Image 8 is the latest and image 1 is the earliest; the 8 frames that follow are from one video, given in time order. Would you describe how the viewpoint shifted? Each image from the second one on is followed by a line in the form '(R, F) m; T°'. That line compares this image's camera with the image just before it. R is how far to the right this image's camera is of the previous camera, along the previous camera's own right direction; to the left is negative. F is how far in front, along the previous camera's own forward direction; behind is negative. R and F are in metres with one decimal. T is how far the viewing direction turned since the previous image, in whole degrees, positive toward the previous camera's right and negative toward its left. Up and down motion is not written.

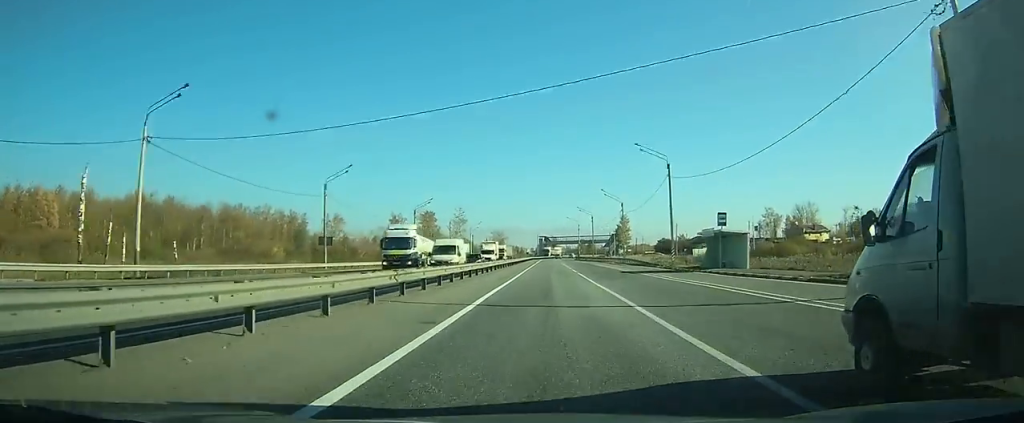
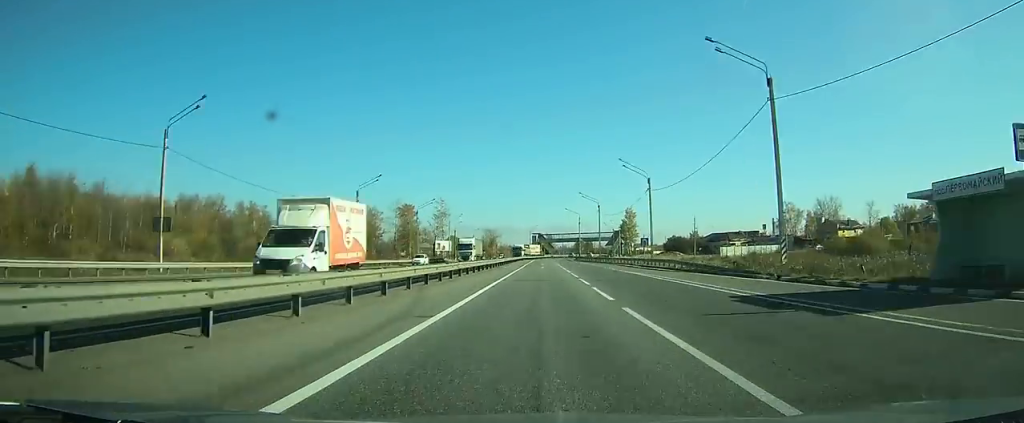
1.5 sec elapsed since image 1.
(+0.1, +28.1) m; 0°
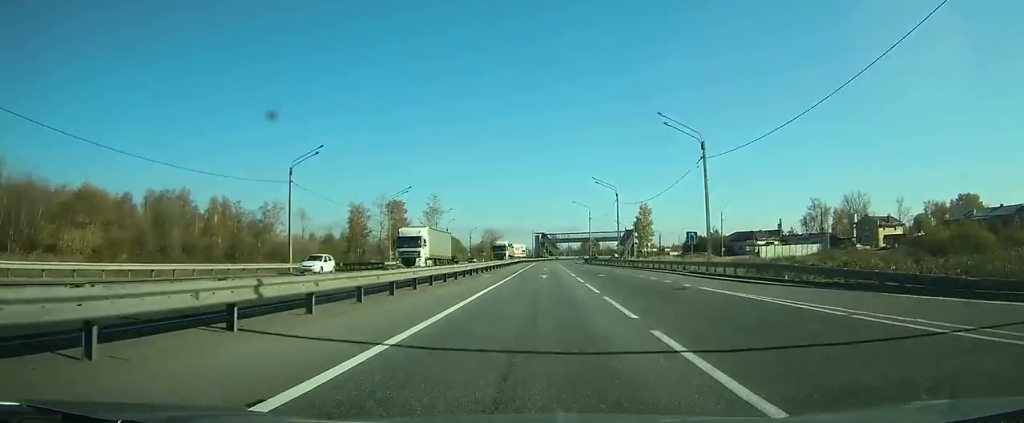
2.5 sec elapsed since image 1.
(+0.1, +20.1) m; 0°
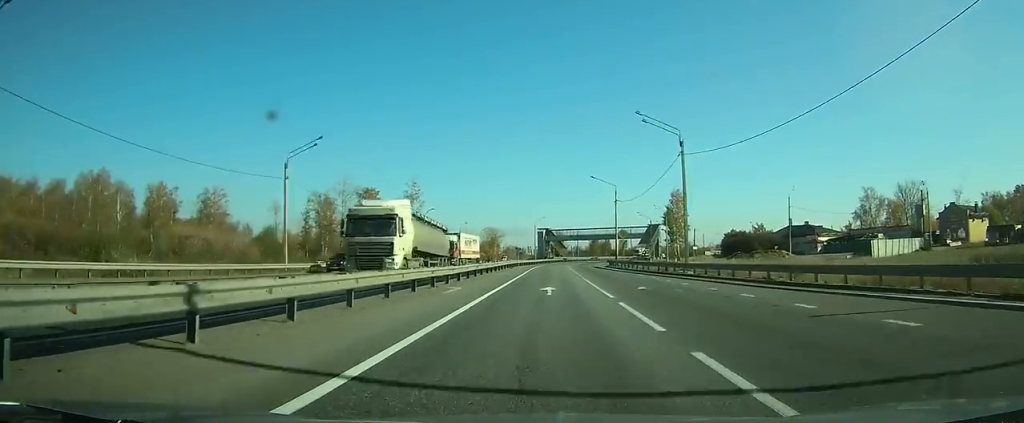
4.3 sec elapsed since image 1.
(-0.1, +32.7) m; 0°
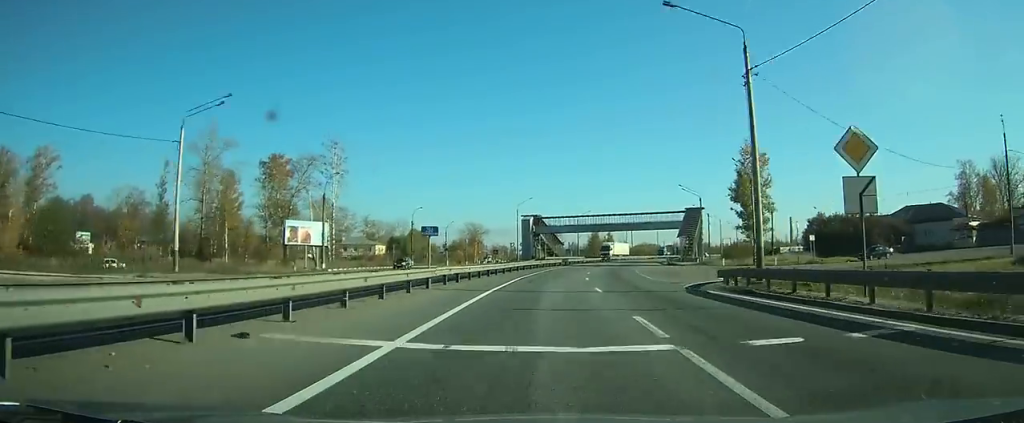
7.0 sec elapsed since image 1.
(+0.4, +48.2) m; +2°
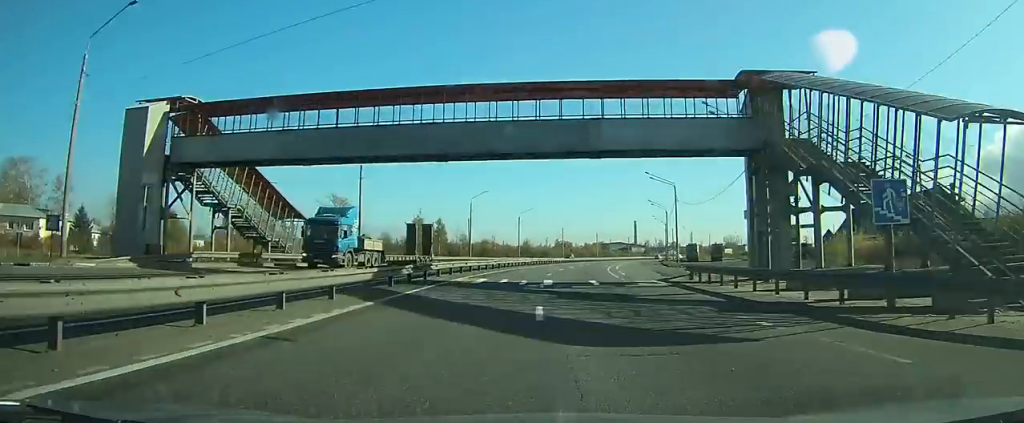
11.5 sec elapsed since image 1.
(+8.2, +83.6) m; +14°
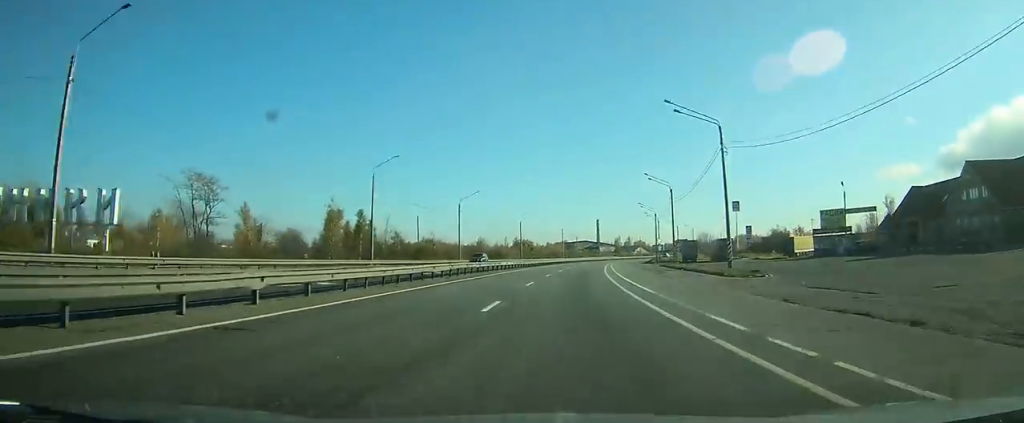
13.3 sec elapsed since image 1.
(+1.9, +33.5) m; +6°
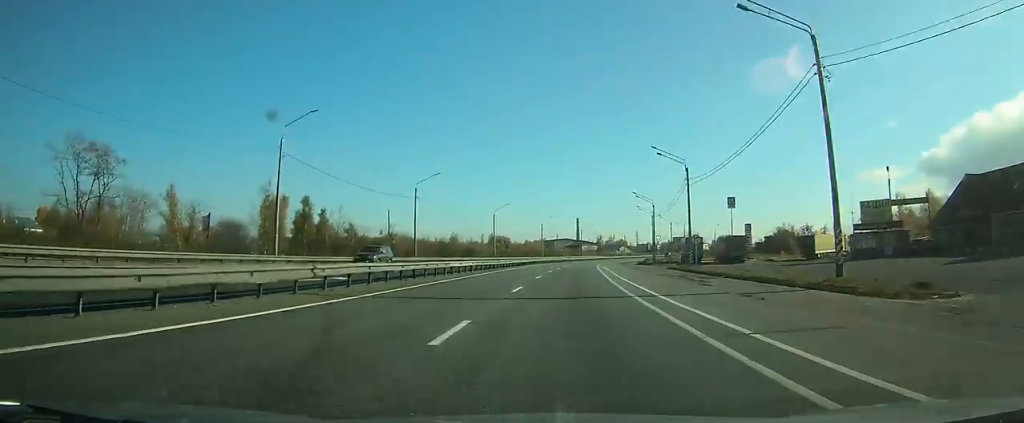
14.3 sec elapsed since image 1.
(+0.3, +16.5) m; +2°
